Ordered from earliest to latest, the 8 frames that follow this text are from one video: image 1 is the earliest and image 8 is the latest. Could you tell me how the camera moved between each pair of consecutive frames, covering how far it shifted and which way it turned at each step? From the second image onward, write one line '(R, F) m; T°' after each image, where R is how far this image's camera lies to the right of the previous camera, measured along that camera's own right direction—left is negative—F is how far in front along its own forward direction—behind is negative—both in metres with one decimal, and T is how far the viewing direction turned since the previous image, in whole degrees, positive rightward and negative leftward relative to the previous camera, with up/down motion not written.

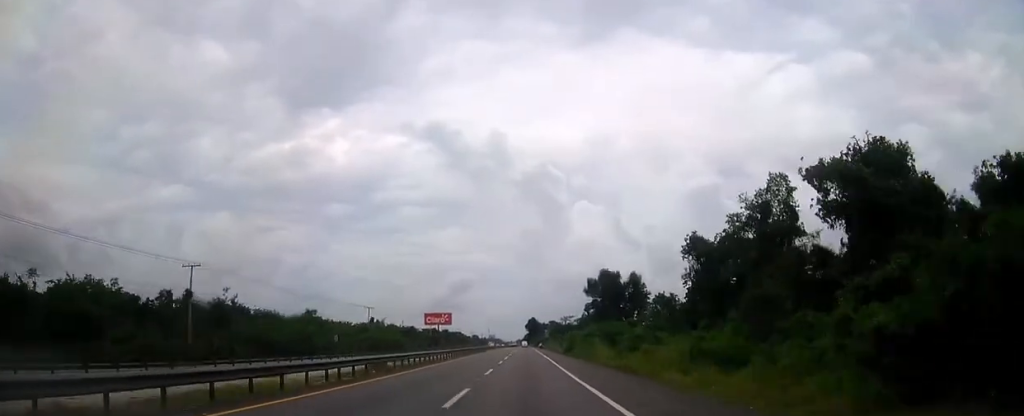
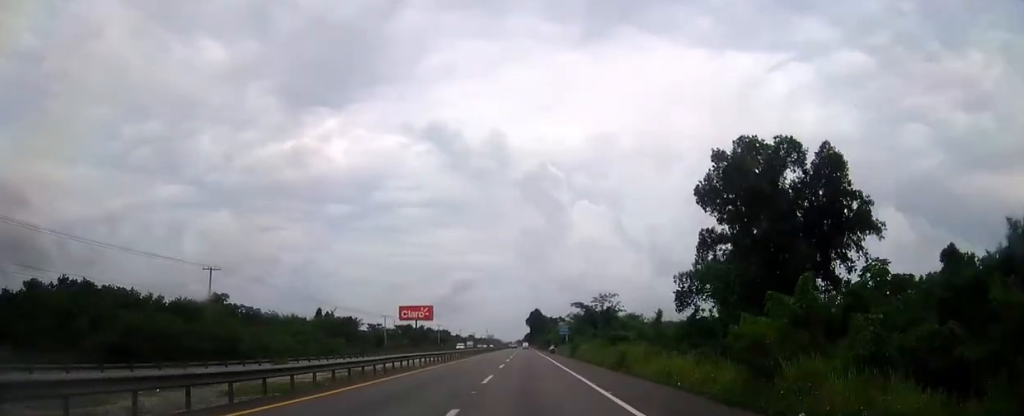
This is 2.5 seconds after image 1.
(-0.1, +71.0) m; 0°
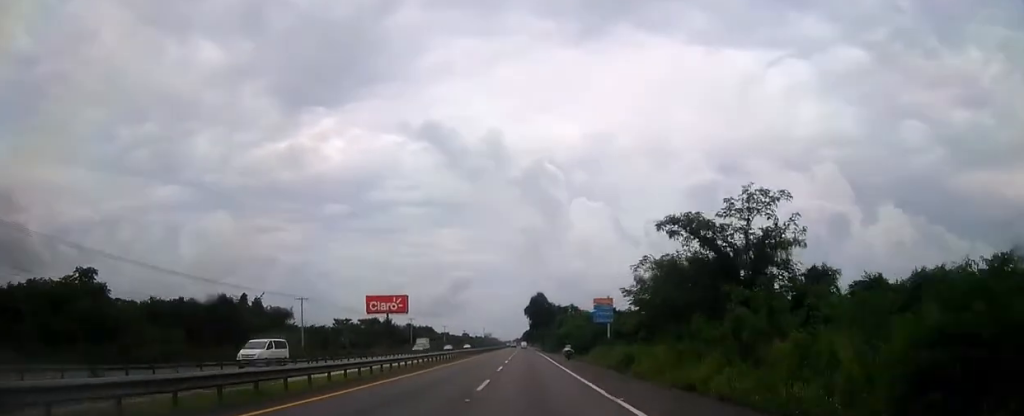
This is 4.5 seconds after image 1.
(+0.1, +56.2) m; 0°
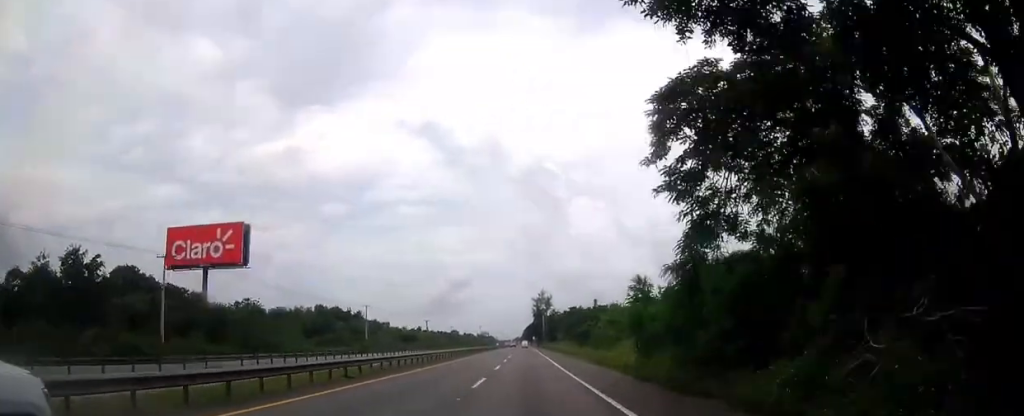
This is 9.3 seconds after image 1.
(-0.2, +134.1) m; 0°
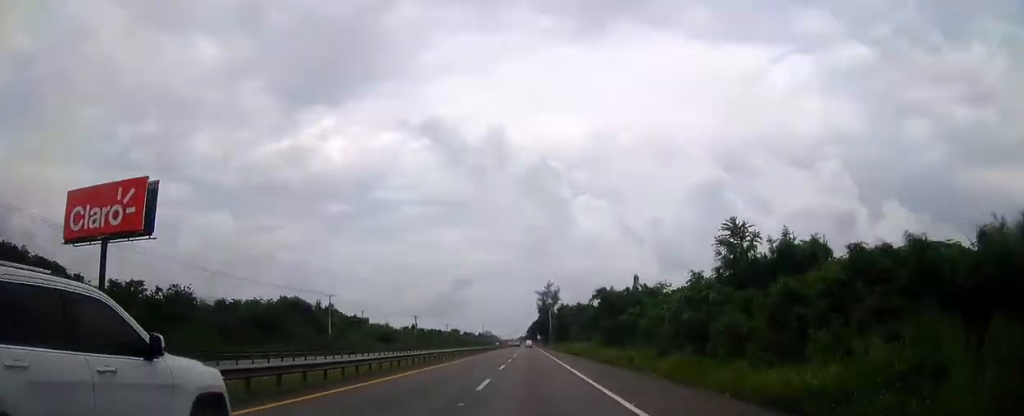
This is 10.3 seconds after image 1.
(-0.1, +28.2) m; 0°
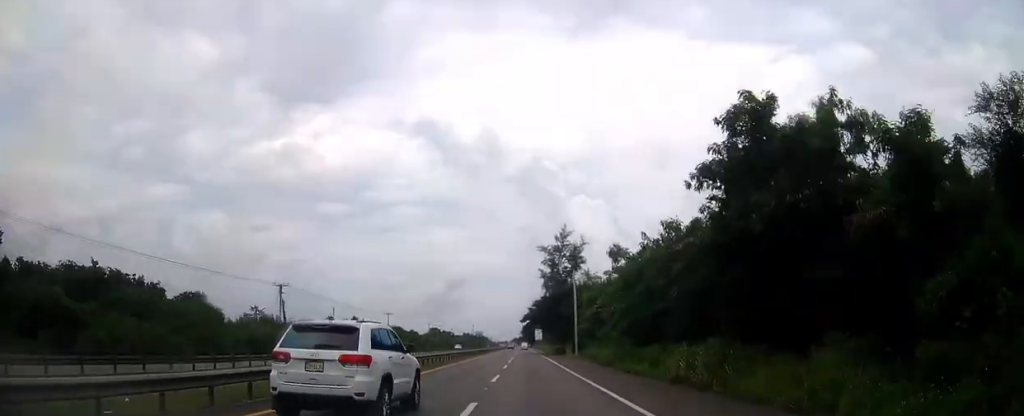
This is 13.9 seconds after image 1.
(+0.1, +101.6) m; 0°
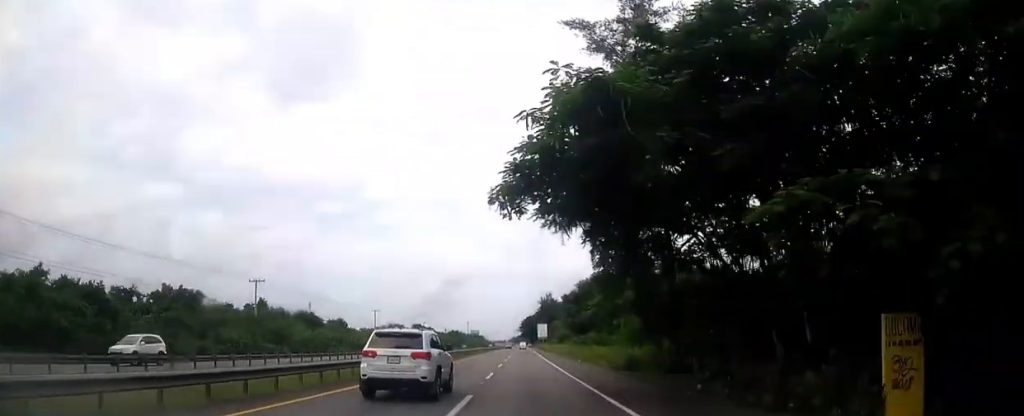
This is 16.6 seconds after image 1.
(+0.1, +77.4) m; 0°
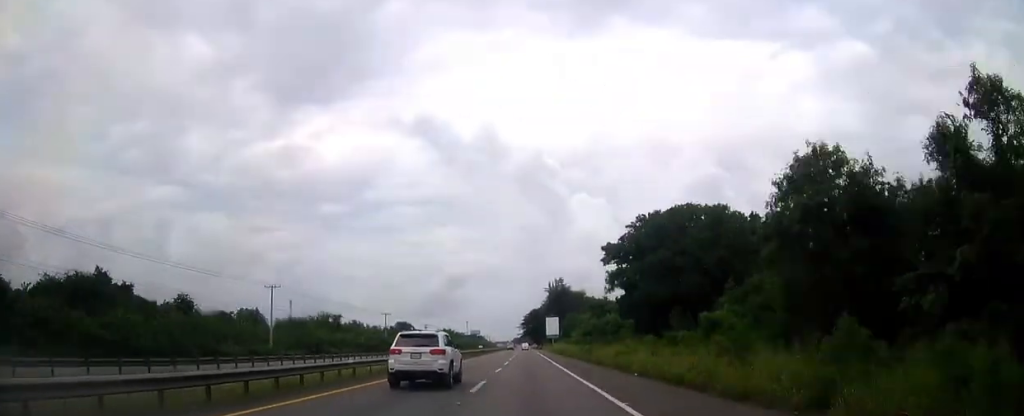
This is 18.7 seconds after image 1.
(+0.1, +59.9) m; 0°
